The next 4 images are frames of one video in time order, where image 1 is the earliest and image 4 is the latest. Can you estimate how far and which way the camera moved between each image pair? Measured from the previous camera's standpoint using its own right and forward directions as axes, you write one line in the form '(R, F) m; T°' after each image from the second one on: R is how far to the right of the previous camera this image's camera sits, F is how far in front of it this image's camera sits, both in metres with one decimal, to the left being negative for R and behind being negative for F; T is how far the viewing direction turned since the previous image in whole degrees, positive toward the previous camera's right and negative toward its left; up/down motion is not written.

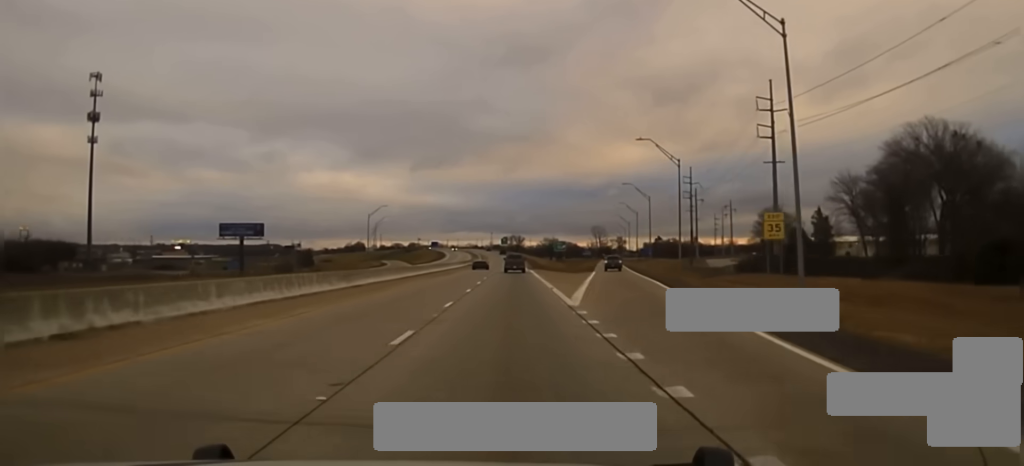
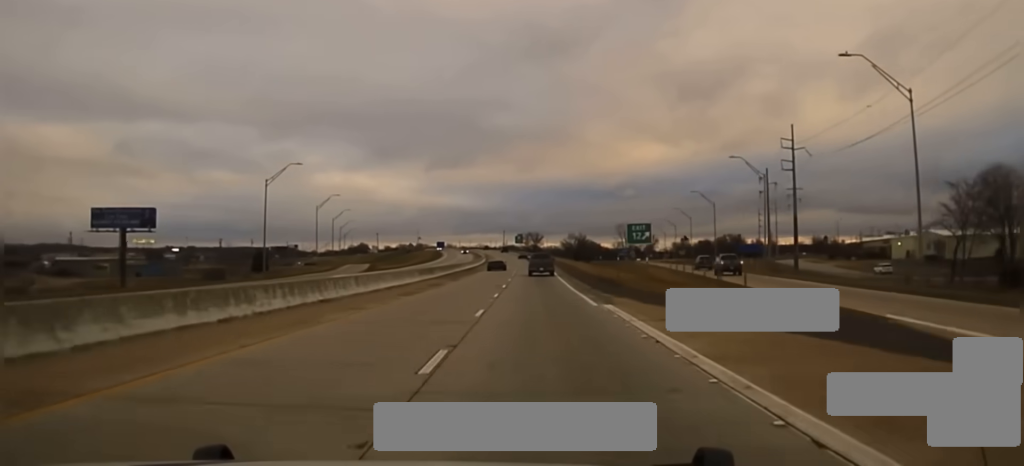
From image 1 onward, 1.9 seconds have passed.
(-0.3, +74.6) m; -1°
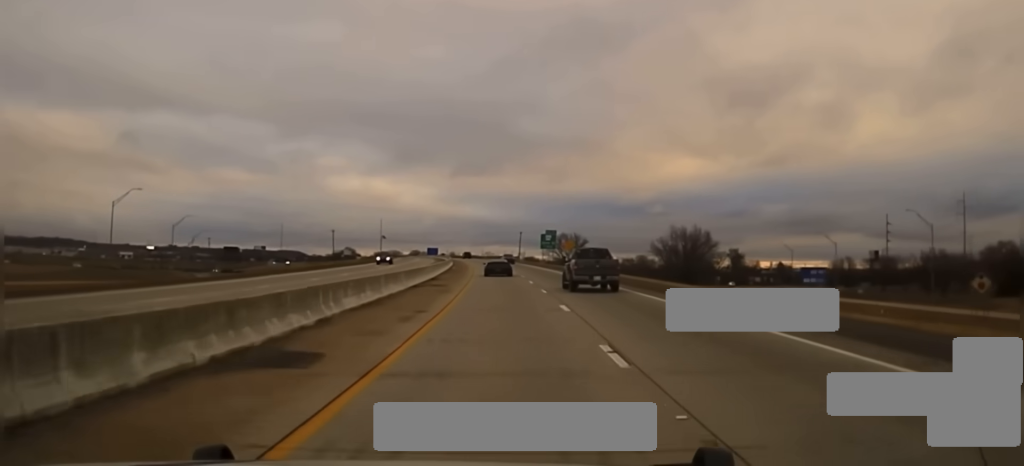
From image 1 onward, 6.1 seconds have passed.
(-1.7, +167.5) m; -1°
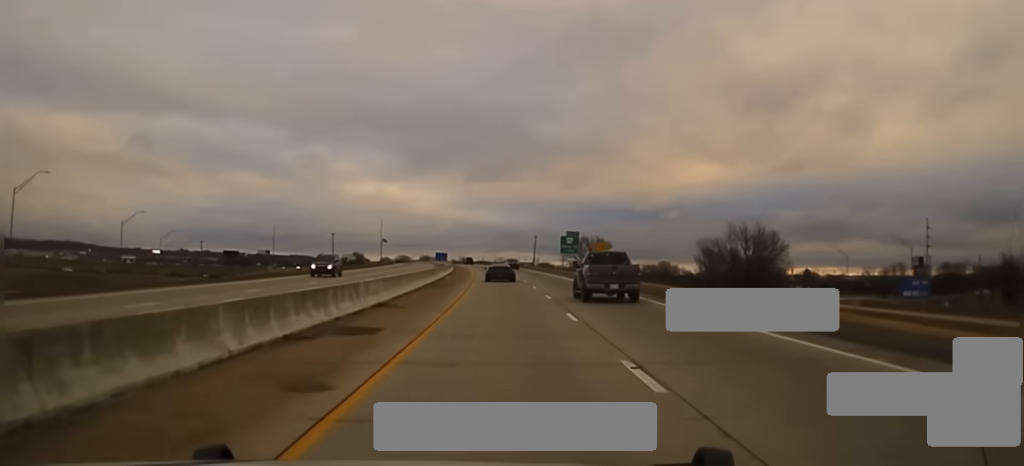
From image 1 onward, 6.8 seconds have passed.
(-0.2, +26.7) m; 0°
